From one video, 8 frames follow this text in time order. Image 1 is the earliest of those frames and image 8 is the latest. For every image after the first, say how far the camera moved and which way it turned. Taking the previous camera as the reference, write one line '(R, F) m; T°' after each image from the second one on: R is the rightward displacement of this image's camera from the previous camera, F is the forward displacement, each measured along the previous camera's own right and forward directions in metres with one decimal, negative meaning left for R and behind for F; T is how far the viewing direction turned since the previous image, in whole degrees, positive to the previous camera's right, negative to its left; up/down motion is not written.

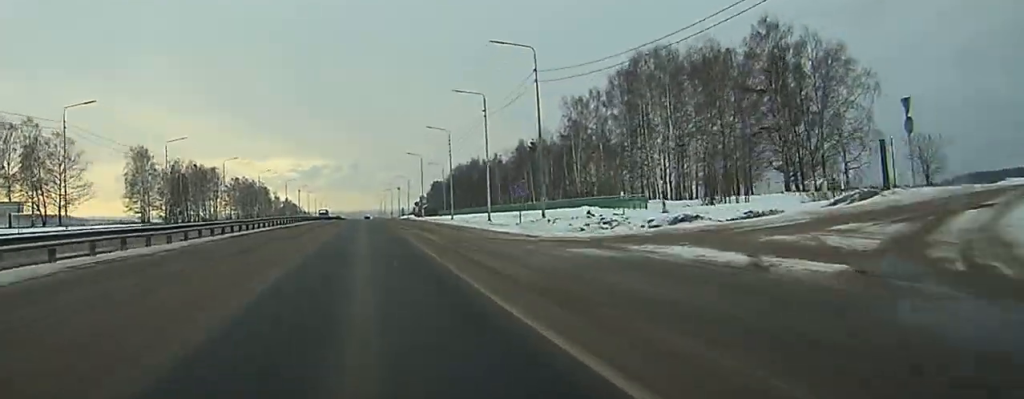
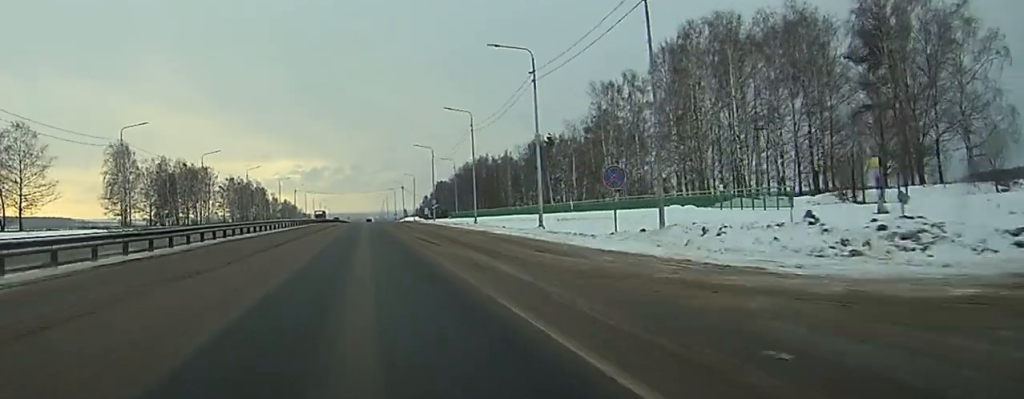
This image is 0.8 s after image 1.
(0.0, +20.1) m; 0°
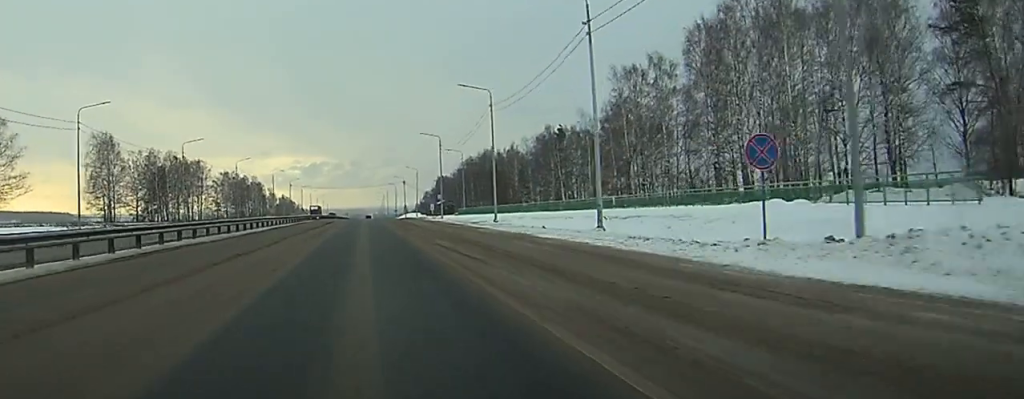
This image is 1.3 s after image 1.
(0.0, +13.1) m; 0°
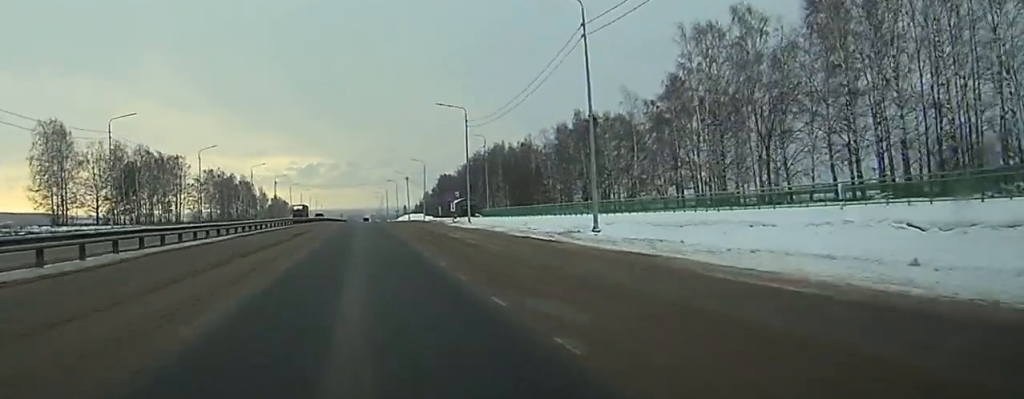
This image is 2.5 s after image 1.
(+0.1, +32.0) m; 0°
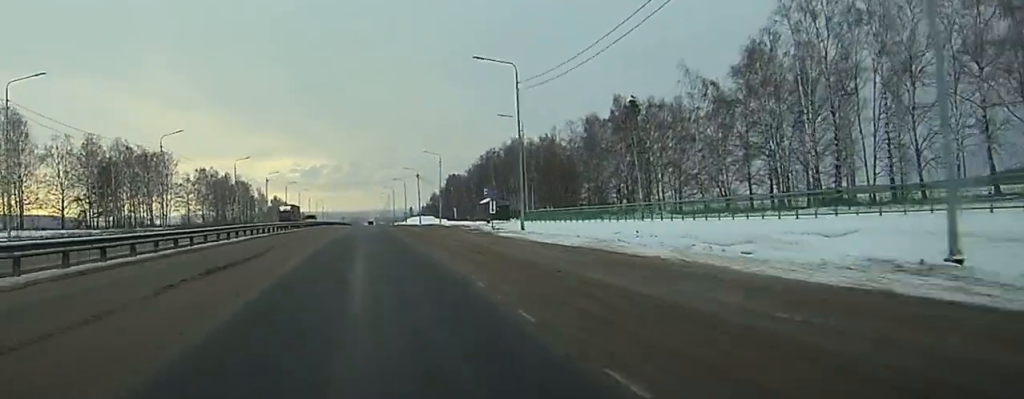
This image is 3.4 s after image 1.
(0.0, +25.2) m; 0°
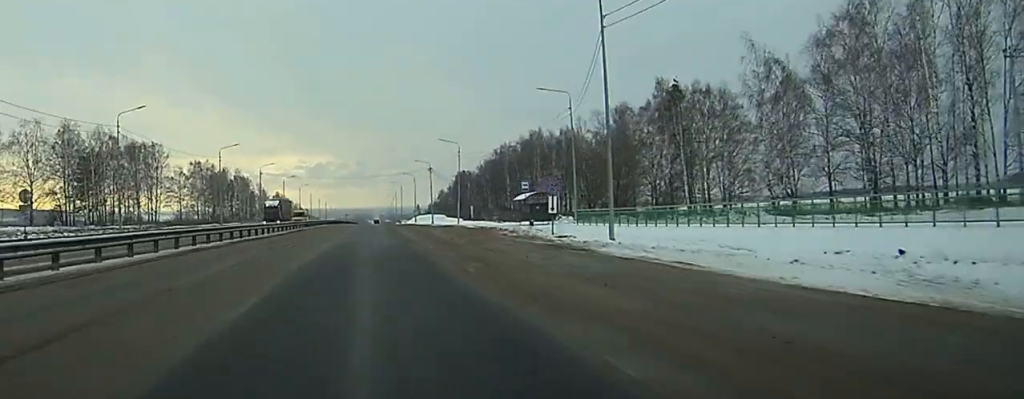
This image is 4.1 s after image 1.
(-0.2, +19.0) m; 0°
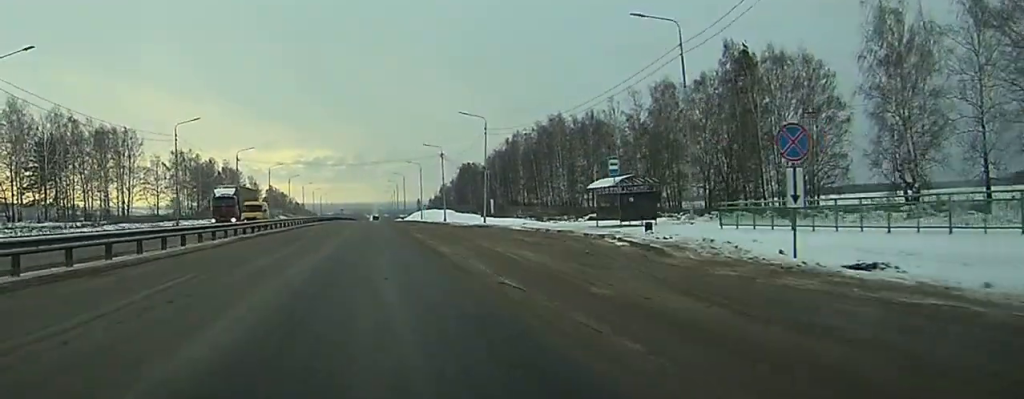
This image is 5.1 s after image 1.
(0.0, +26.5) m; 0°
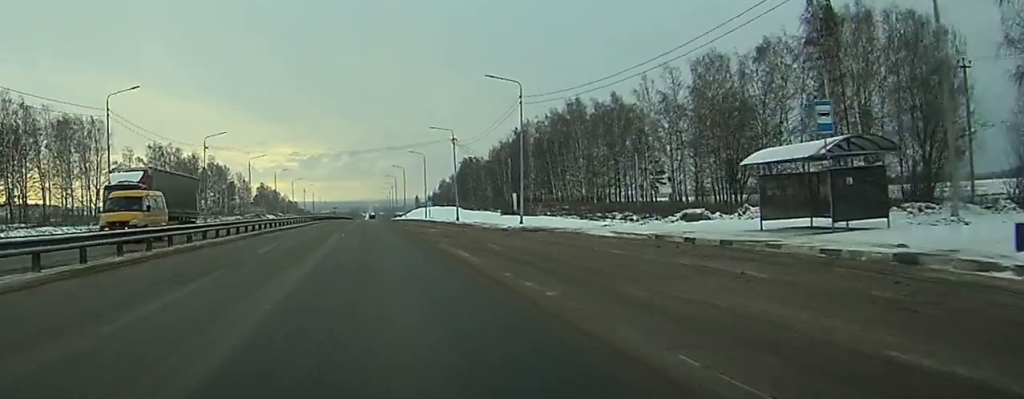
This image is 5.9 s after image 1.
(0.0, +22.9) m; 0°
